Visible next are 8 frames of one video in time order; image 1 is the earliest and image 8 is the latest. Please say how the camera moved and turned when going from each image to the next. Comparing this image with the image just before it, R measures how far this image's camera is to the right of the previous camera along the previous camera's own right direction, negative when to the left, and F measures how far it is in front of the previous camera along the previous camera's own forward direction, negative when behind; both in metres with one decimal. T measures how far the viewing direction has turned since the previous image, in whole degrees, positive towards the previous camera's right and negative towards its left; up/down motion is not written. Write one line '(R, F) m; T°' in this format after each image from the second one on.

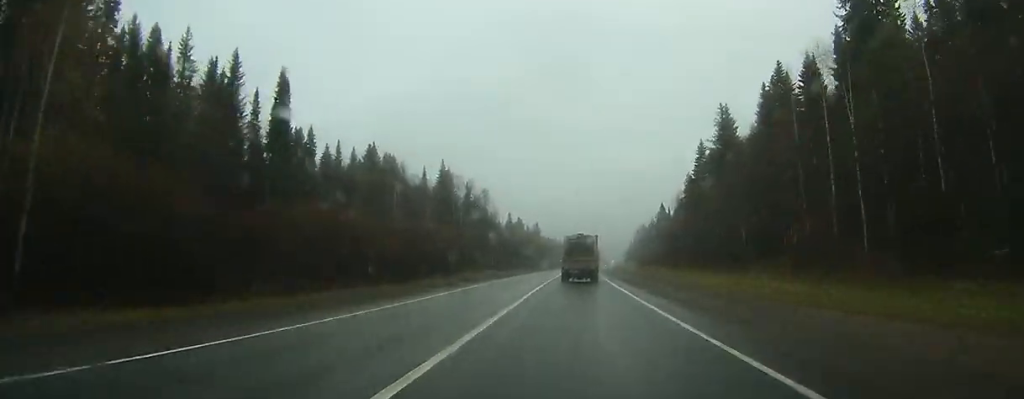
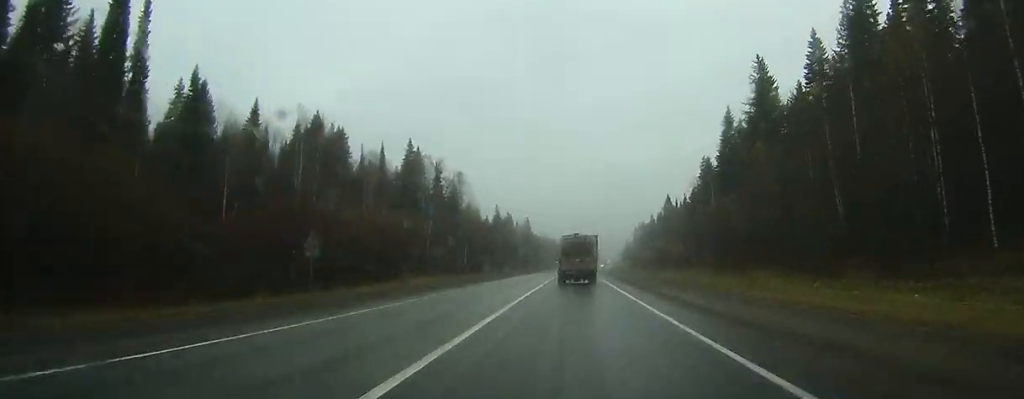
(+0.3, +27.3) m; +1°
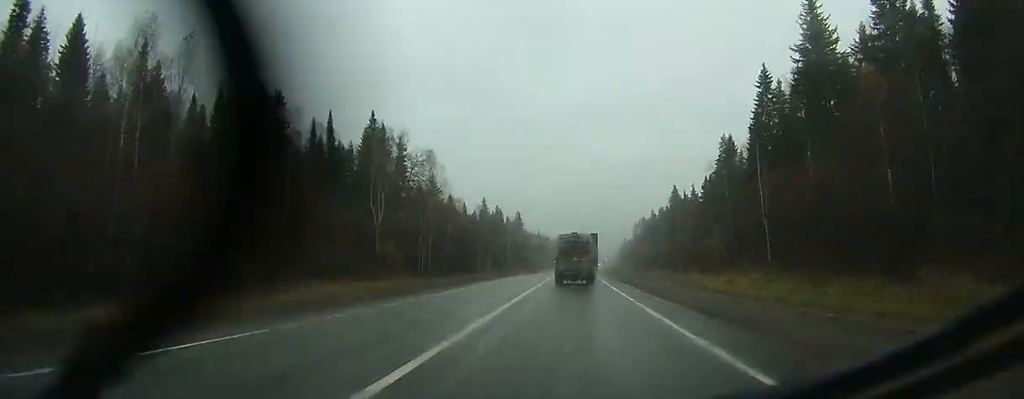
(+0.1, +22.7) m; 0°
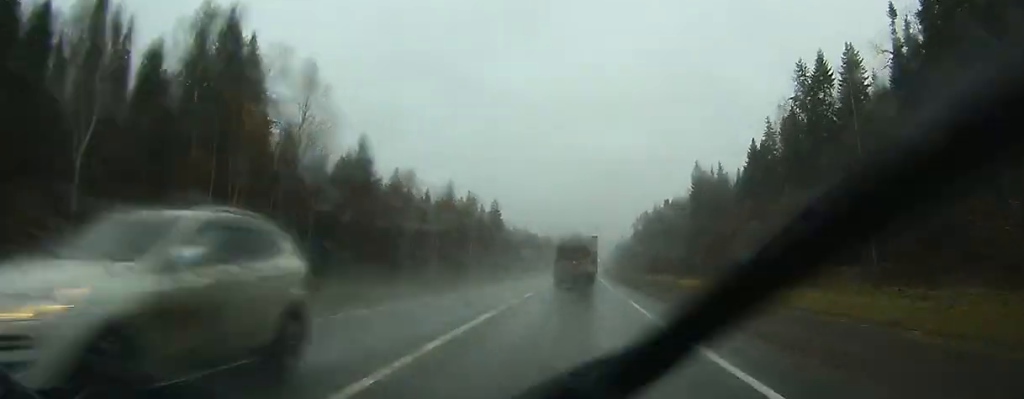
(+0.2, +46.9) m; +1°
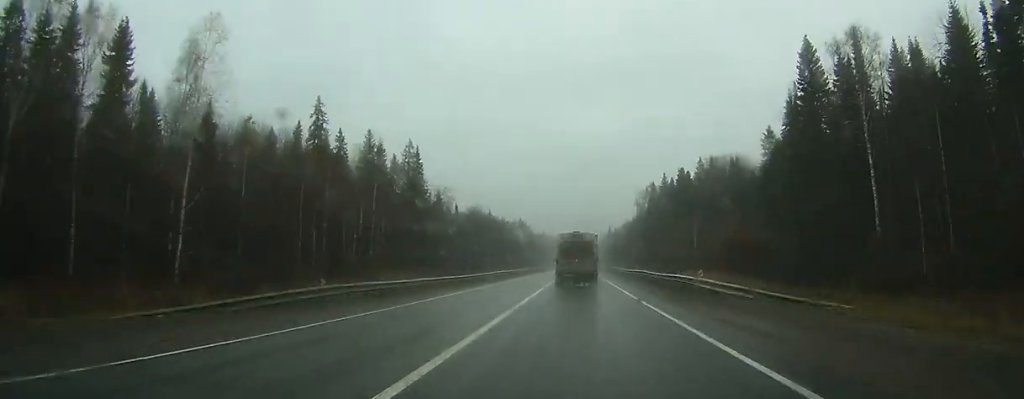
(+1.2, +81.1) m; +2°
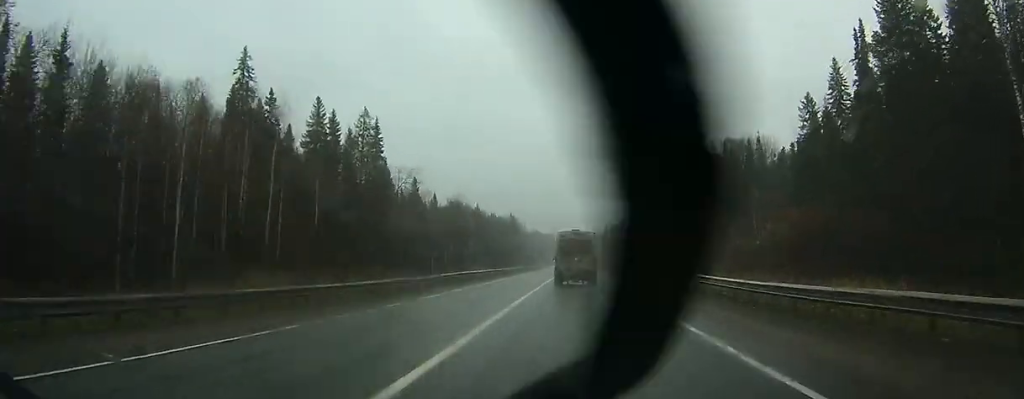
(+0.1, +21.1) m; 0°
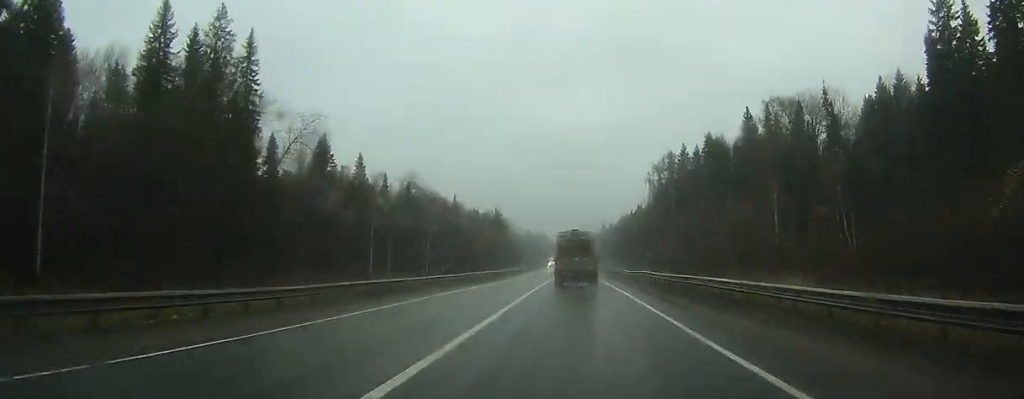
(+0.2, +36.4) m; +1°
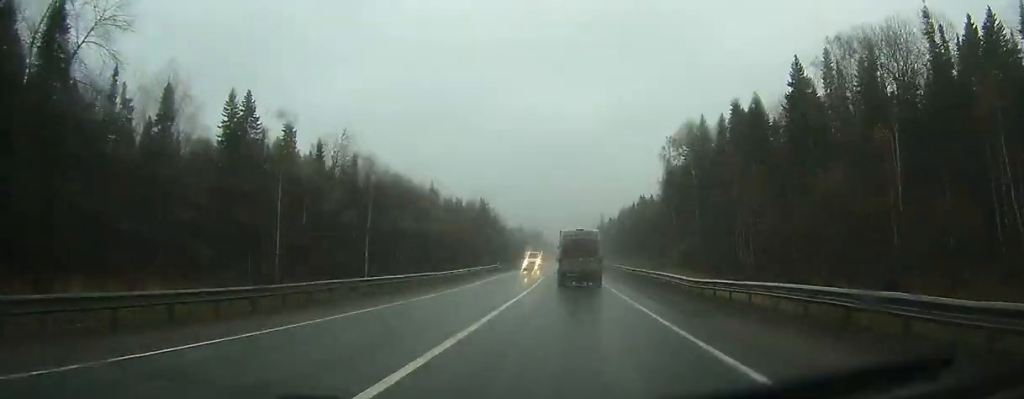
(+0.1, +28.9) m; 0°
